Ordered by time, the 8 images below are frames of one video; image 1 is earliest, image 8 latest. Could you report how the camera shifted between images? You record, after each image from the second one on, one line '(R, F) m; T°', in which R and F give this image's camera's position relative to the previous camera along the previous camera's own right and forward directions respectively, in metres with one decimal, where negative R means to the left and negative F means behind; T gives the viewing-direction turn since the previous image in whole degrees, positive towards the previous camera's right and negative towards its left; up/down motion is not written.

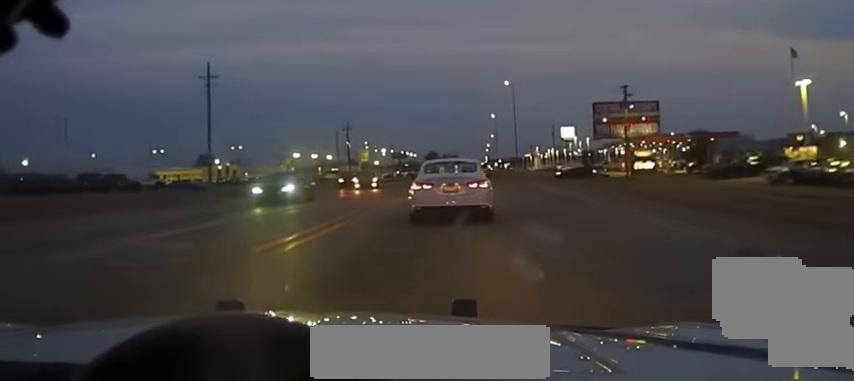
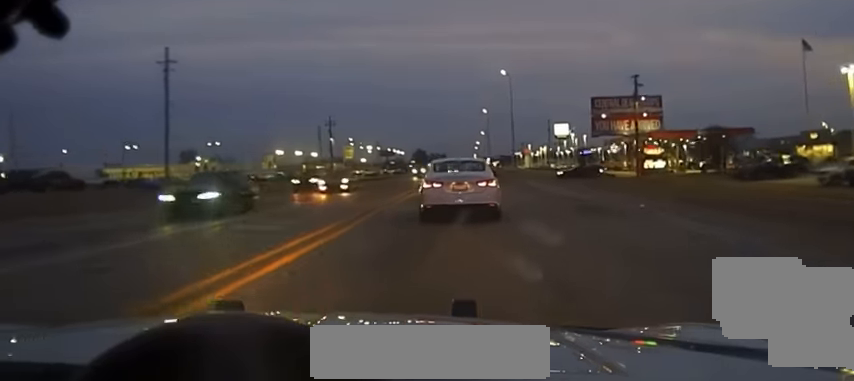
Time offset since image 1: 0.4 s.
(+0.3, +9.2) m; -1°
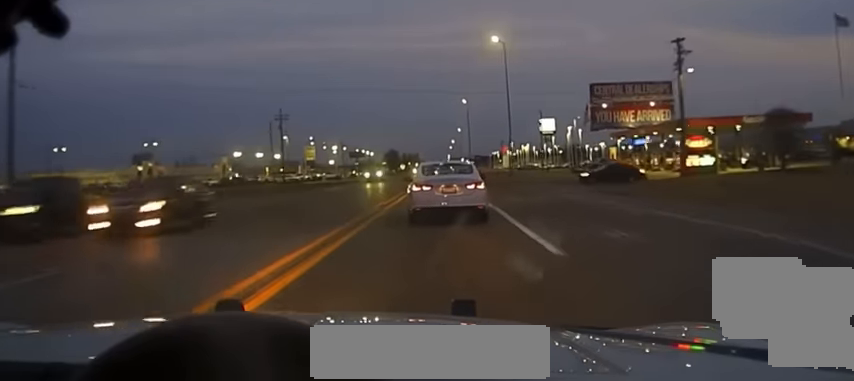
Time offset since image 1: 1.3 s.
(-0.9, +24.3) m; -1°
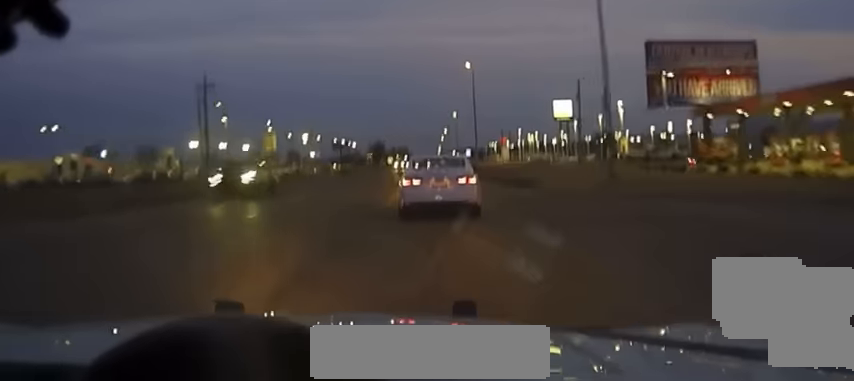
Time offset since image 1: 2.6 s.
(+0.4, +38.6) m; +1°
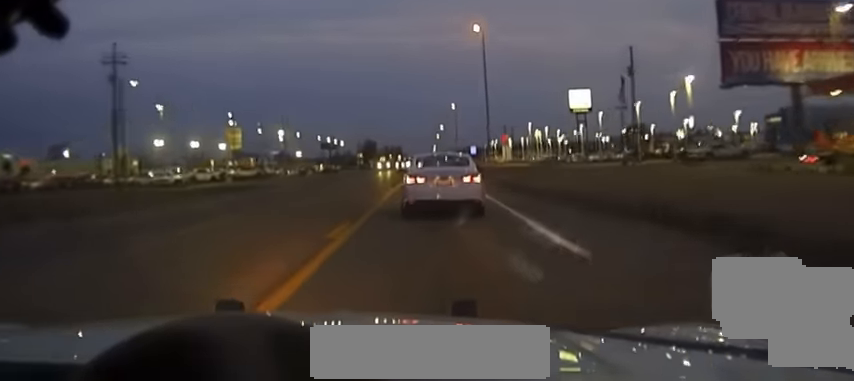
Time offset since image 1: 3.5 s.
(-0.3, +26.0) m; 0°
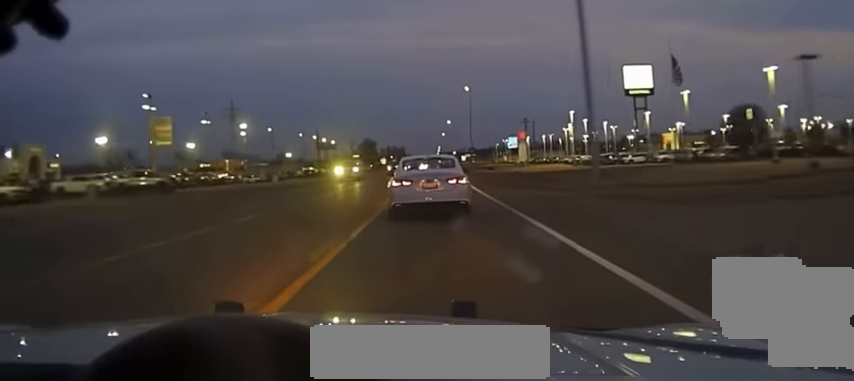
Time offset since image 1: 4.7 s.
(+0.5, +39.9) m; +1°
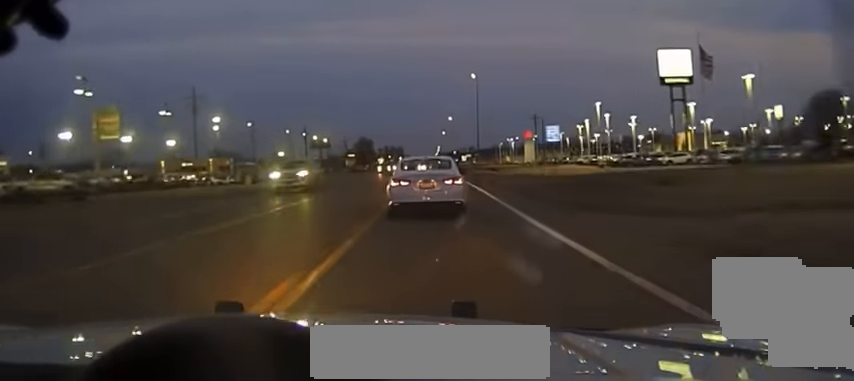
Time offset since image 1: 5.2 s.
(0.0, +17.1) m; 0°
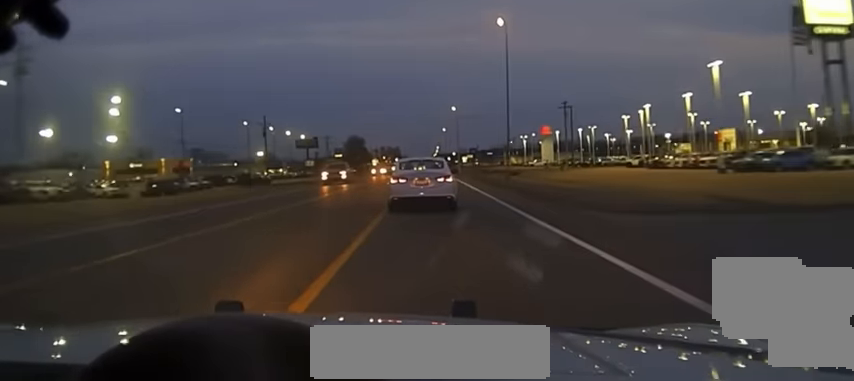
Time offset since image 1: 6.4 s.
(-0.4, +39.8) m; 0°
